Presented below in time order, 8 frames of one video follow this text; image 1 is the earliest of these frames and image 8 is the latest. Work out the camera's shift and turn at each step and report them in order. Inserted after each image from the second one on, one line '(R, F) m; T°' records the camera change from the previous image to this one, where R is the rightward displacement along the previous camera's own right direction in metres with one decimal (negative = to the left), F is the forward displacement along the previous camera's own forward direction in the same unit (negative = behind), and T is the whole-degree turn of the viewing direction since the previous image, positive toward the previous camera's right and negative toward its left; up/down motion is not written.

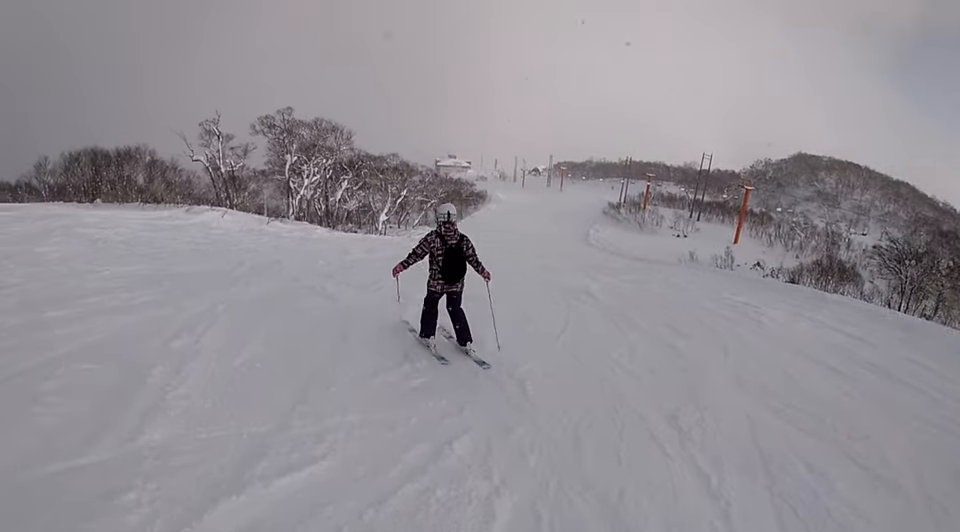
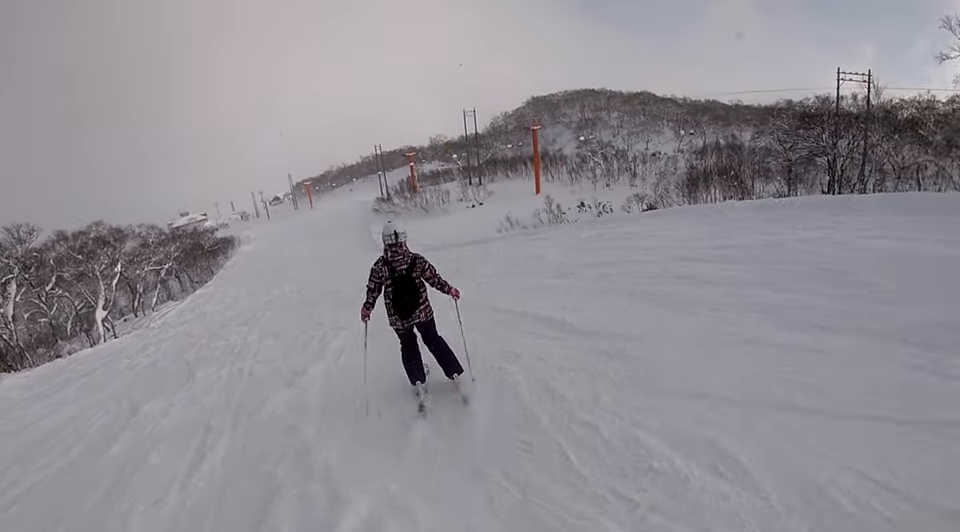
(+1.4, +18.4) m; +17°
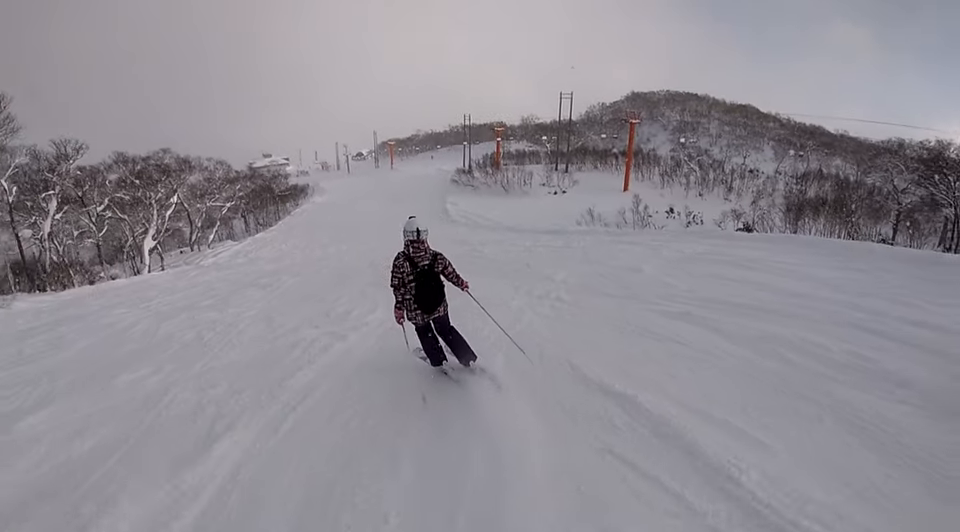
(+0.1, +3.5) m; -5°
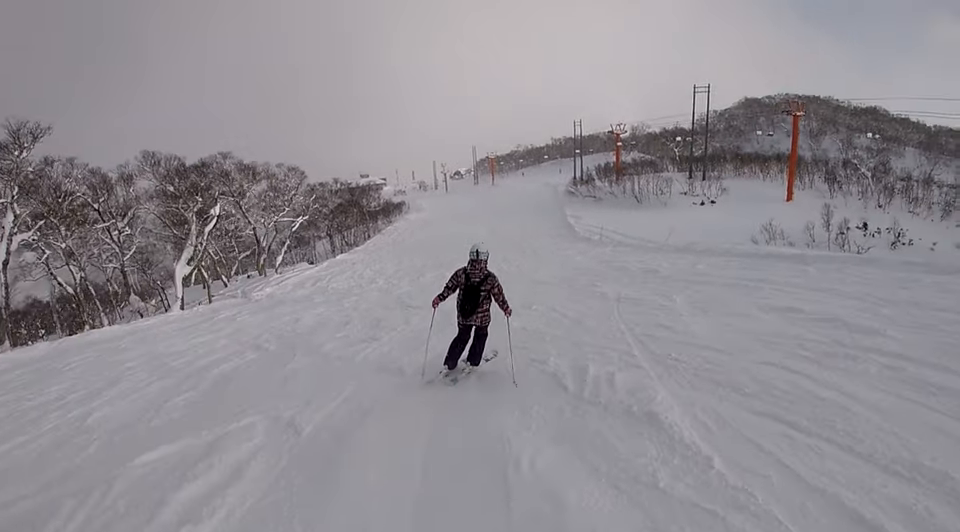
(-2.5, +14.1) m; -11°
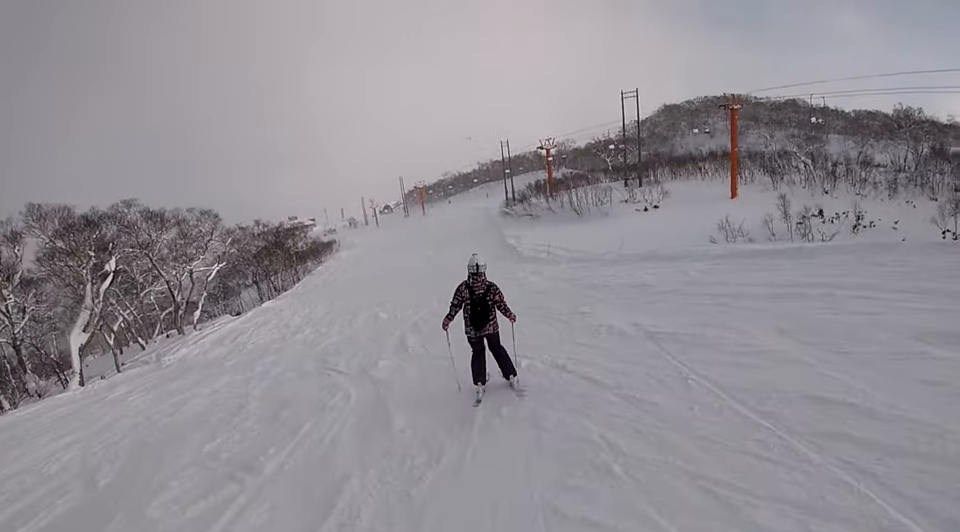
(-0.2, +4.4) m; +5°
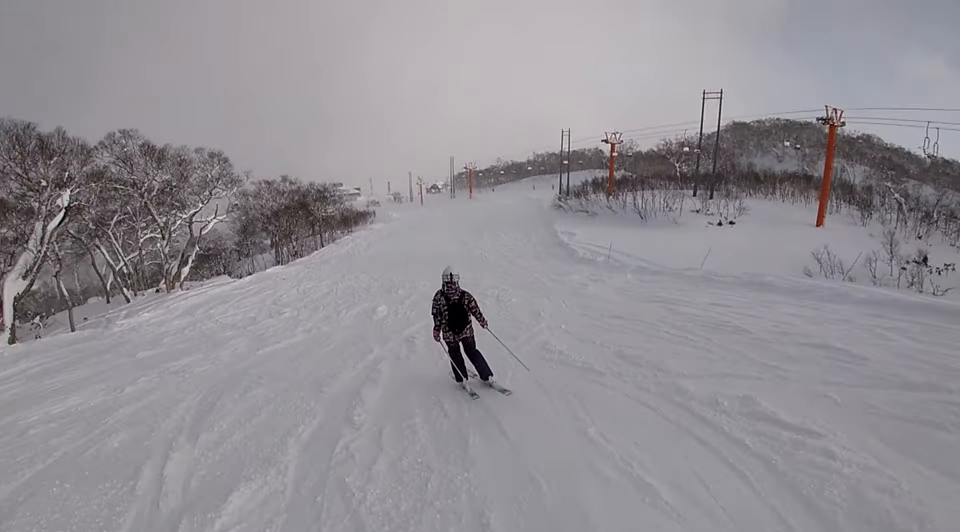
(+0.9, +7.2) m; +6°
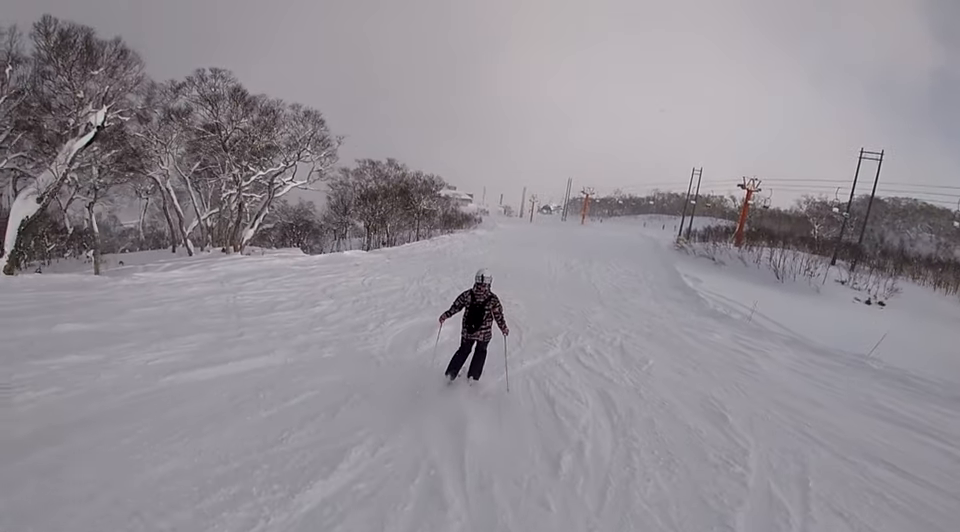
(+0.1, +6.5) m; -3°
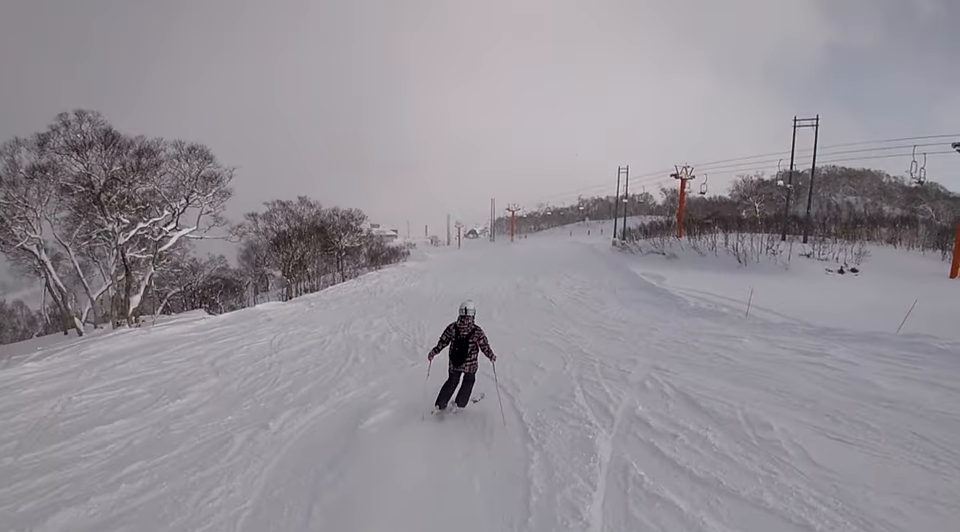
(+0.1, +5.3) m; -4°
